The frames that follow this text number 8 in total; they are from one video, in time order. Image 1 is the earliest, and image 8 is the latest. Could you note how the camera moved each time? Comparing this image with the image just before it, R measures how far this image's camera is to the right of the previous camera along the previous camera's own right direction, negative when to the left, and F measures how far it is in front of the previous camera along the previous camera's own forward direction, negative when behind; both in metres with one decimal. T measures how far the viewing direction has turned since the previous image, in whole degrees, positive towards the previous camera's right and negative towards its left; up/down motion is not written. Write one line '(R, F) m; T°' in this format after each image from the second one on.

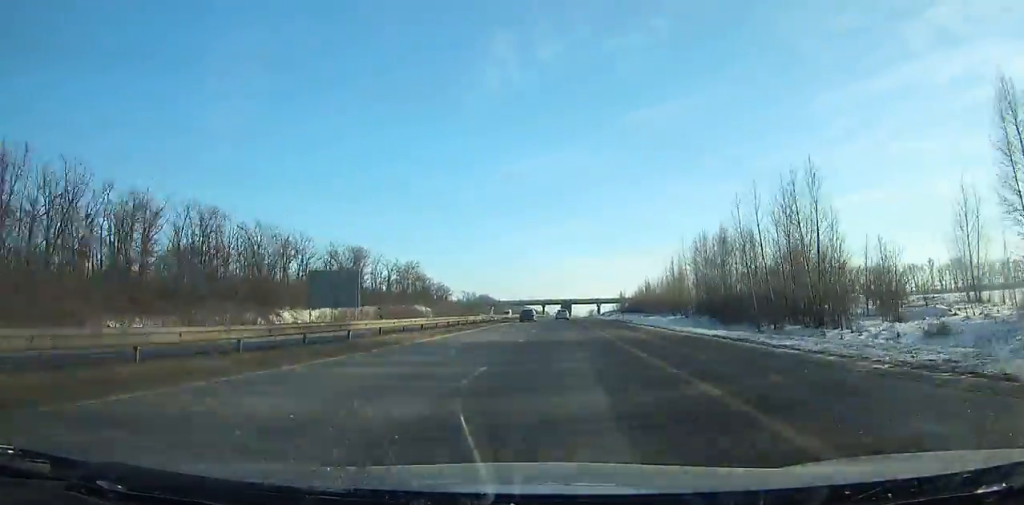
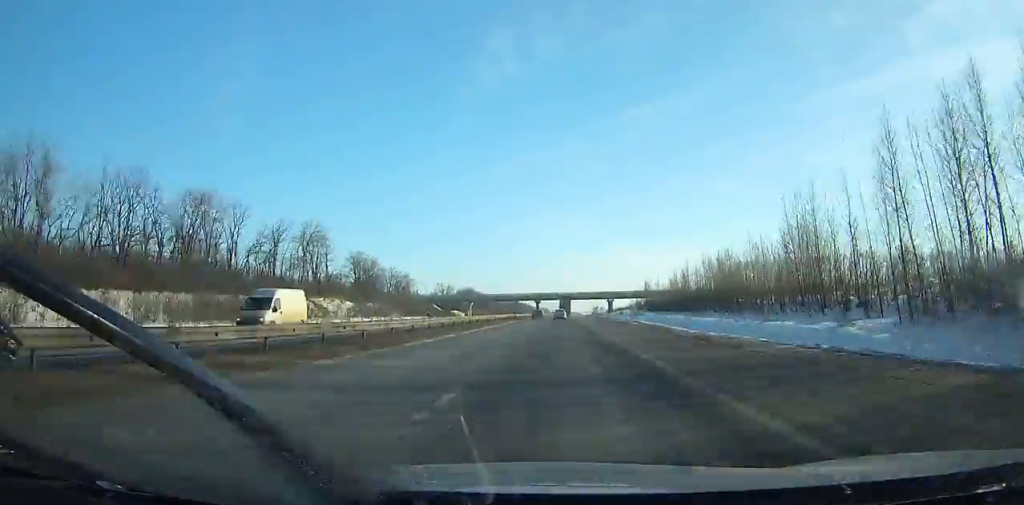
(-0.1, +62.6) m; 0°
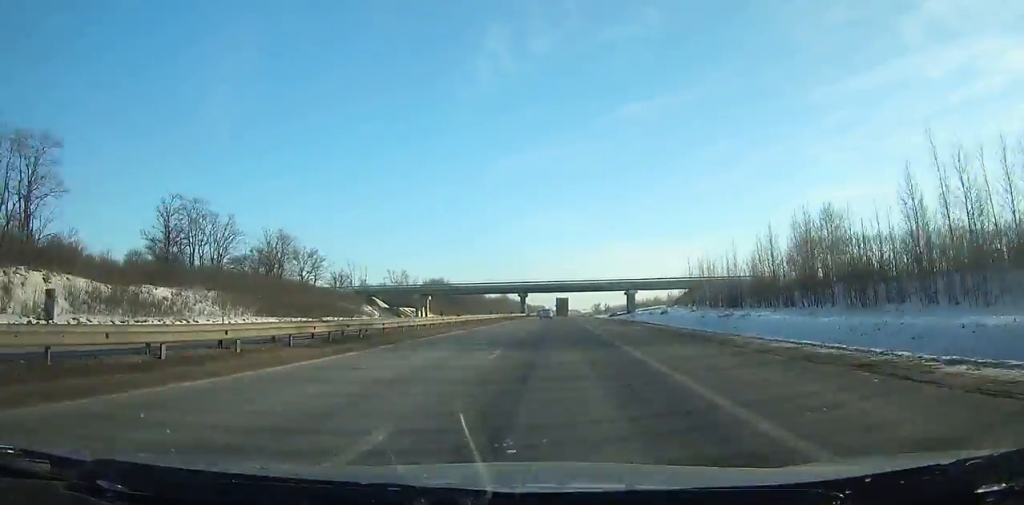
(0.0, +63.7) m; 0°
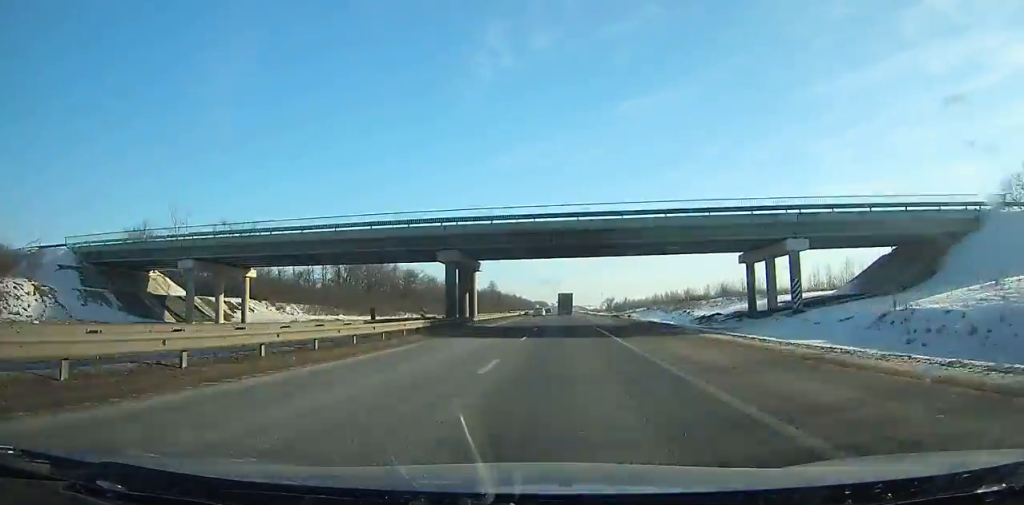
(+0.2, +88.2) m; 0°
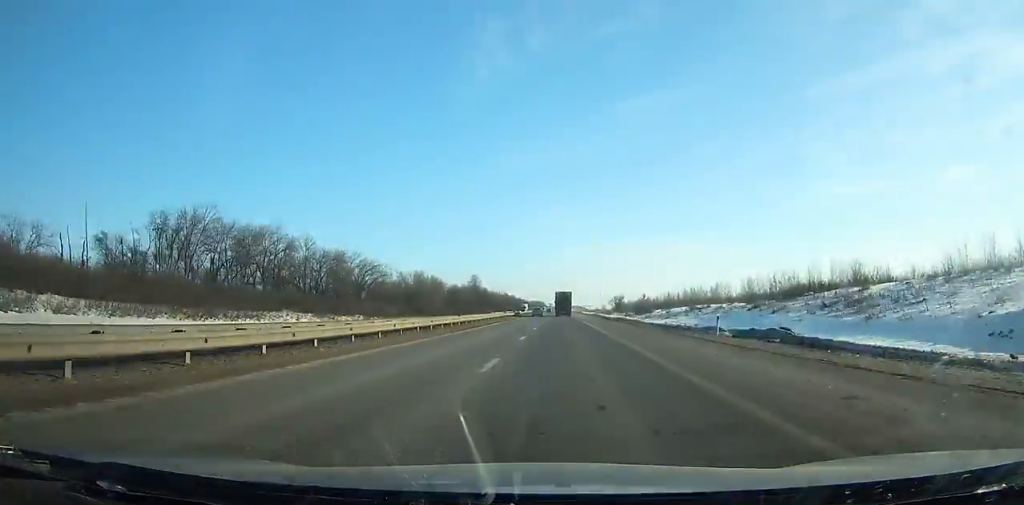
(-0.1, +60.2) m; 0°
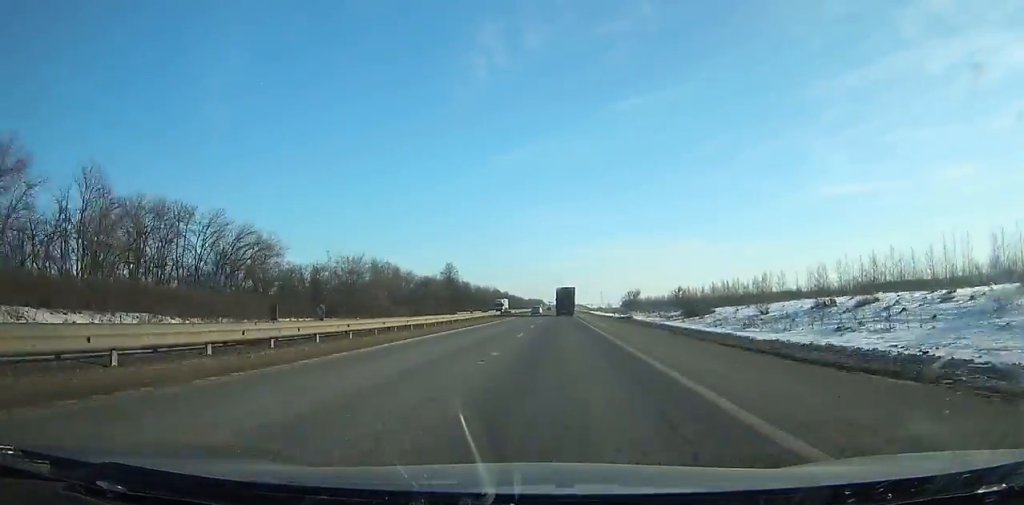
(+0.3, +57.8) m; 0°
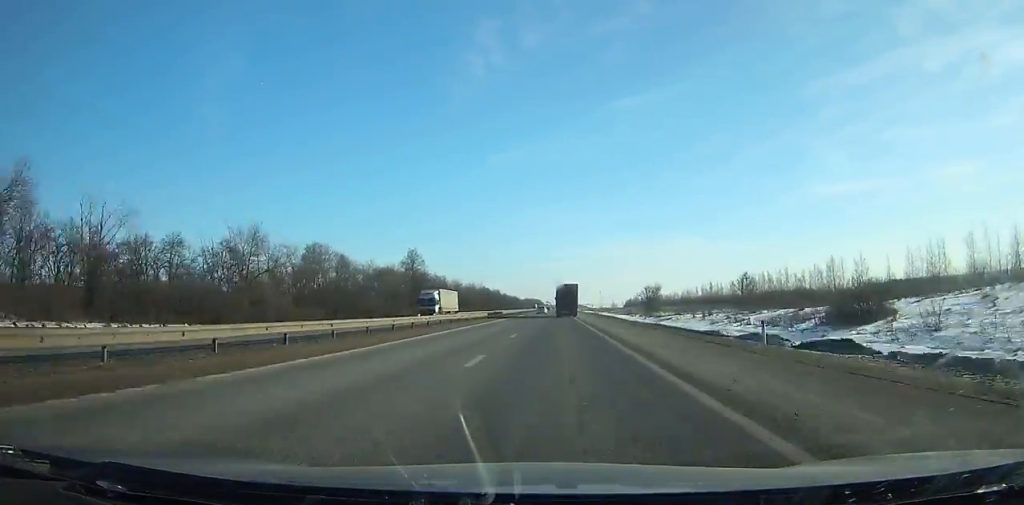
(0.0, +47.1) m; 0°
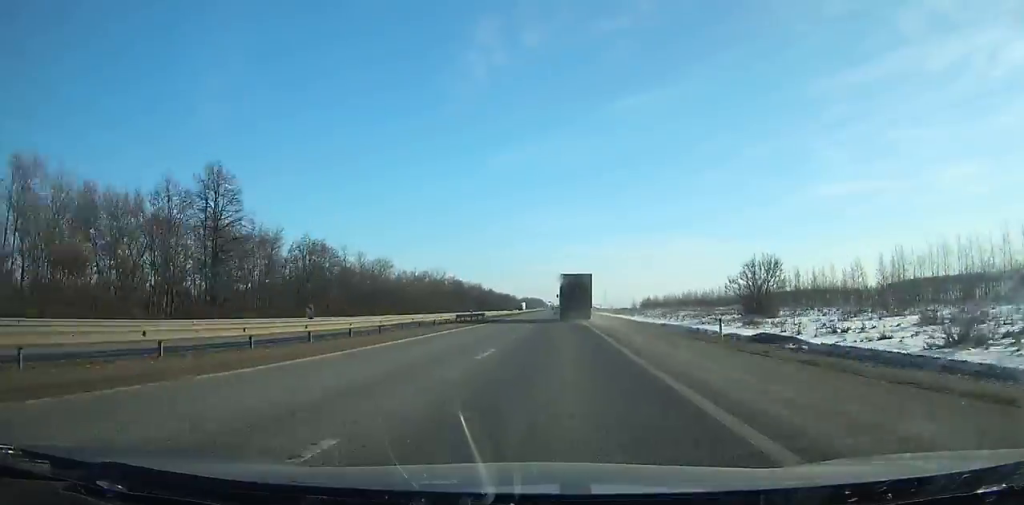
(-0.1, +90.5) m; 0°
